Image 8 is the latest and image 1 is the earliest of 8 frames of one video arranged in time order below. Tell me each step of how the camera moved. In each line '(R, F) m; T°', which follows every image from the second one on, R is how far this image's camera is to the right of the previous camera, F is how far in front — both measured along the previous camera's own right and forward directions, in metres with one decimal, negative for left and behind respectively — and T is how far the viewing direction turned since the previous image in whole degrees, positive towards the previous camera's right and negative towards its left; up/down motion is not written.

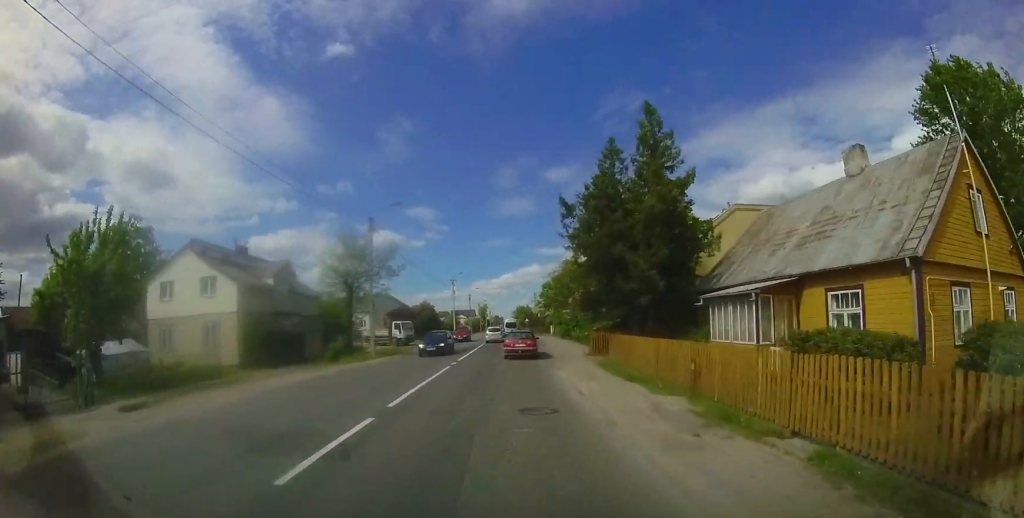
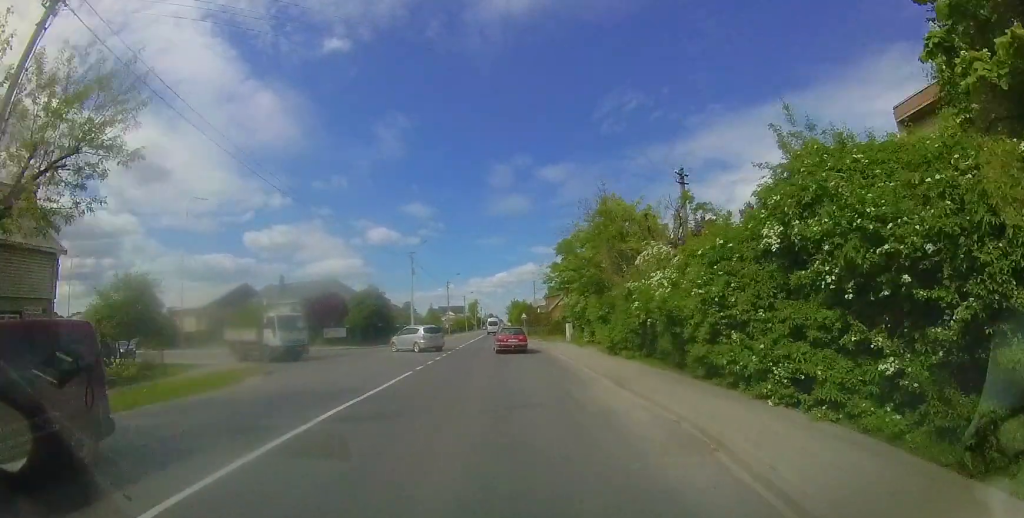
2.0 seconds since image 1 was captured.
(+0.1, +19.3) m; 0°
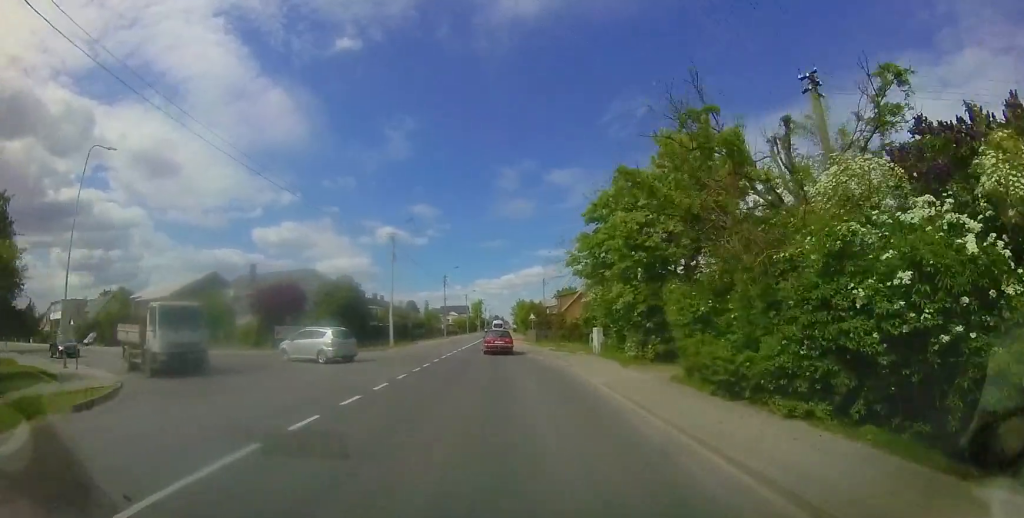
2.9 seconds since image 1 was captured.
(0.0, +7.9) m; -1°
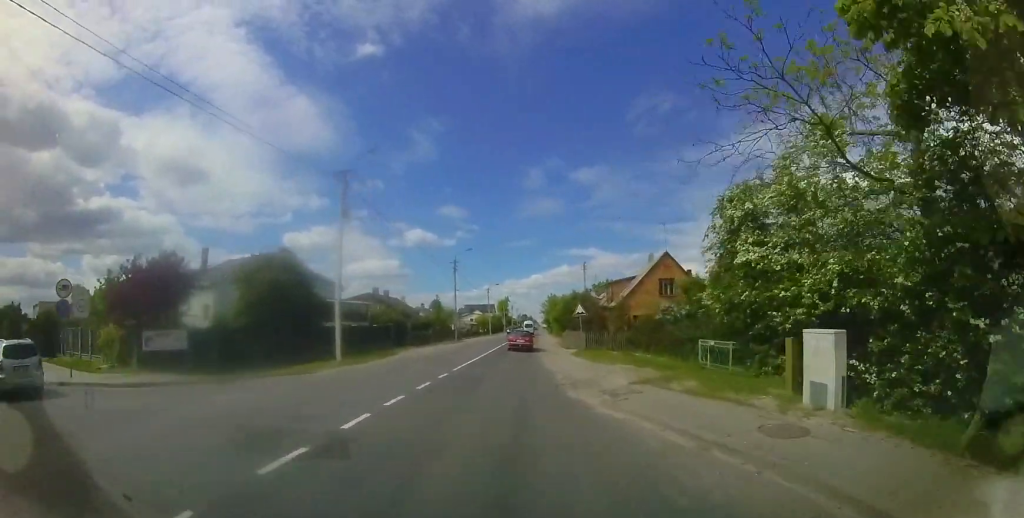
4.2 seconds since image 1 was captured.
(-0.4, +12.6) m; -2°
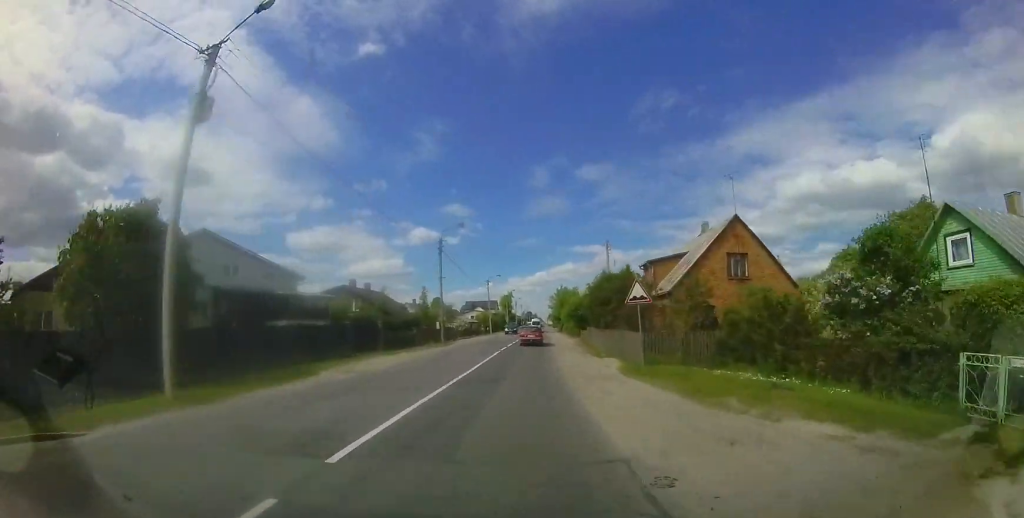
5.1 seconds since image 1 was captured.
(0.0, +9.0) m; 0°
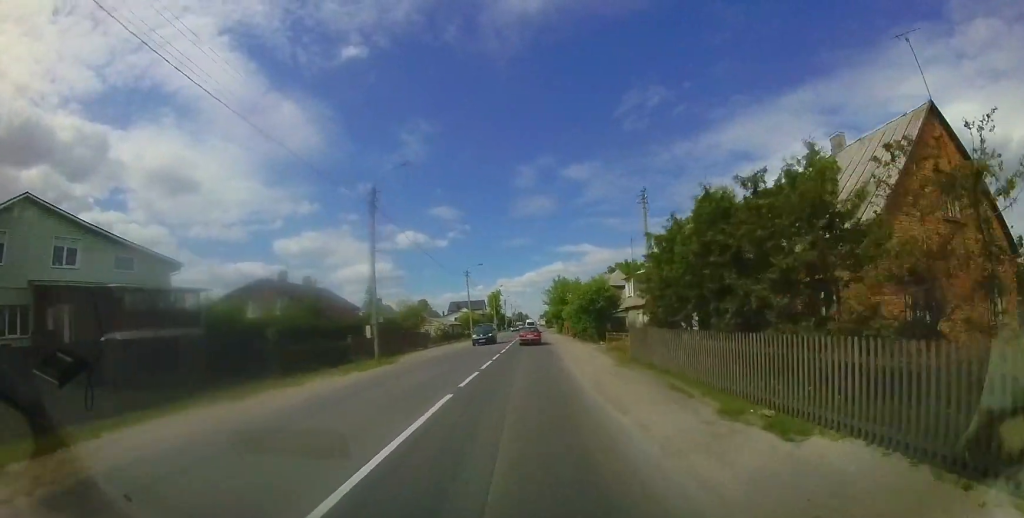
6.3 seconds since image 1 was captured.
(0.0, +11.5) m; 0°
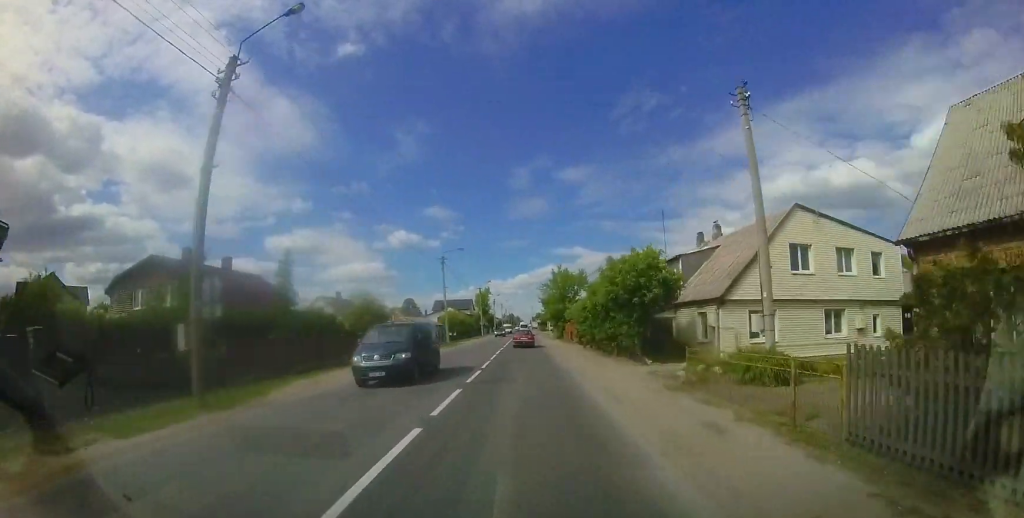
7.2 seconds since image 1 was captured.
(+0.1, +9.9) m; 0°
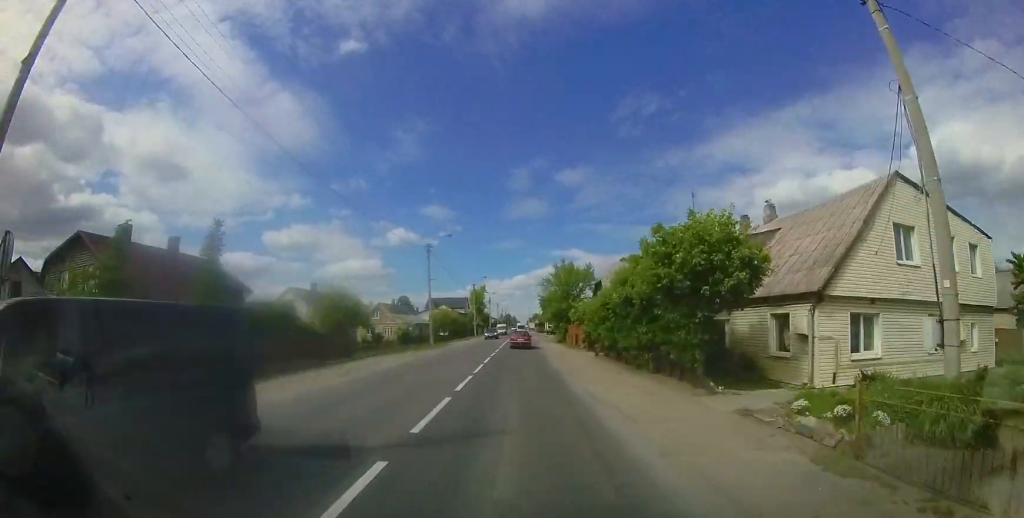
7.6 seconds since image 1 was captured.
(0.0, +4.6) m; 0°
